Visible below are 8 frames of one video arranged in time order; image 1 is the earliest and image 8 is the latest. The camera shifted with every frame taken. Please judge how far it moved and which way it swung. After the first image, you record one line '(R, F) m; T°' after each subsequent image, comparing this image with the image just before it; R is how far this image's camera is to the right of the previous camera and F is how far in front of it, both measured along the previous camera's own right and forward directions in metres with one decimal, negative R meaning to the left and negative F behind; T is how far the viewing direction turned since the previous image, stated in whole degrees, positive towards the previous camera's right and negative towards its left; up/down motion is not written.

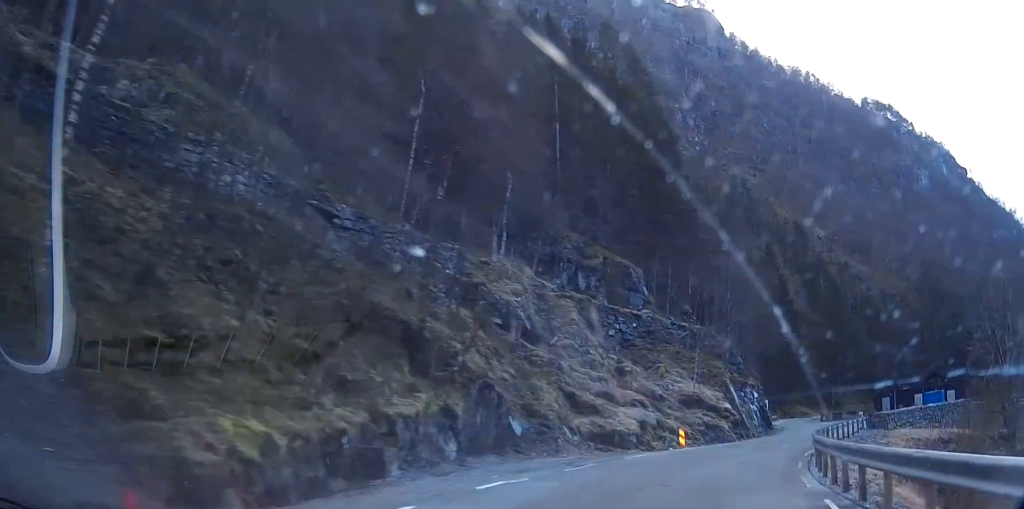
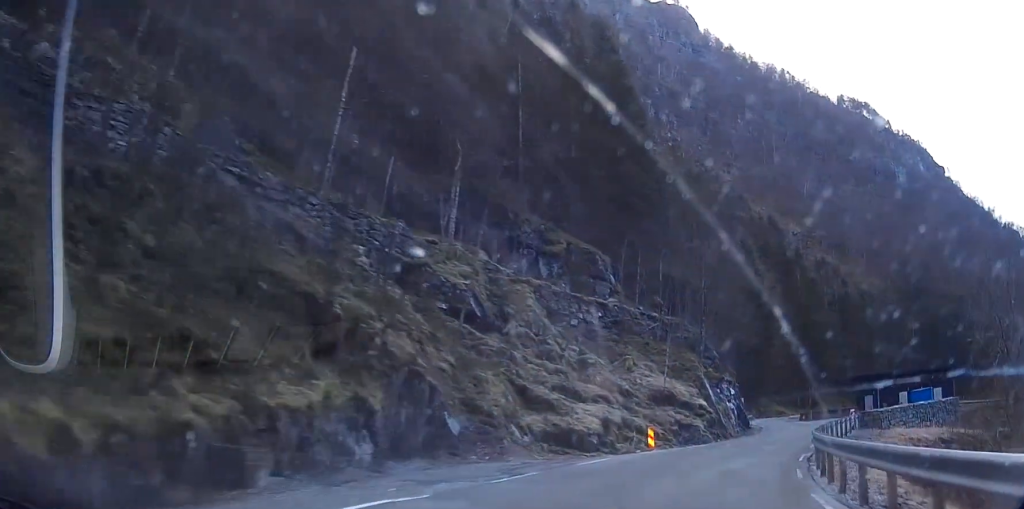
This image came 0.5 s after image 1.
(+0.4, +4.7) m; +2°
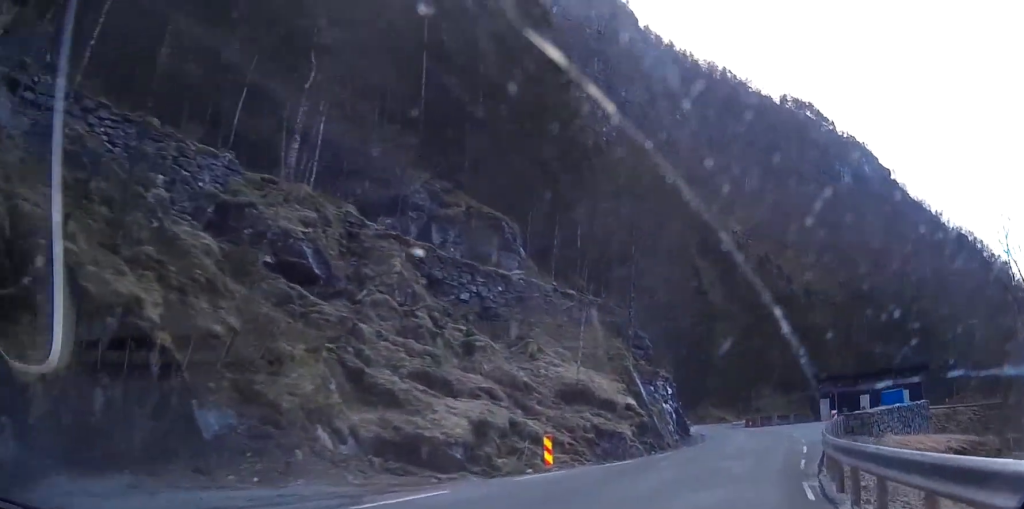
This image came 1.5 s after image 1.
(+0.4, +10.8) m; +3°
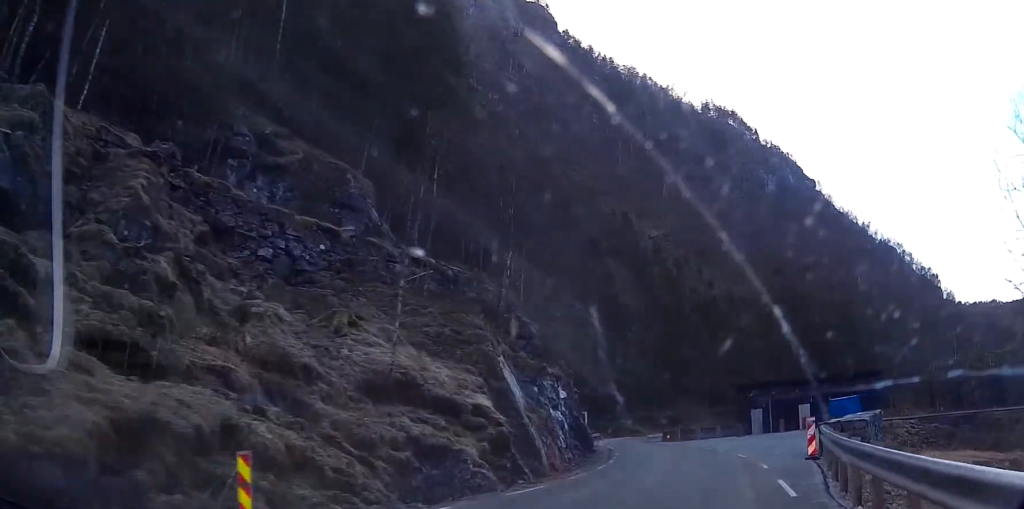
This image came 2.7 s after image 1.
(+0.2, +11.8) m; +1°
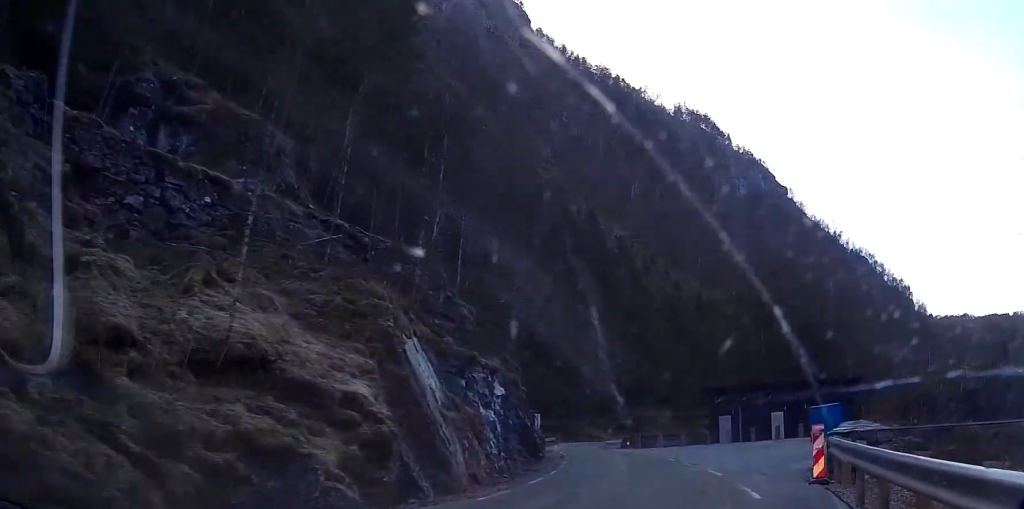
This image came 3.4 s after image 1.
(0.0, +6.0) m; -2°
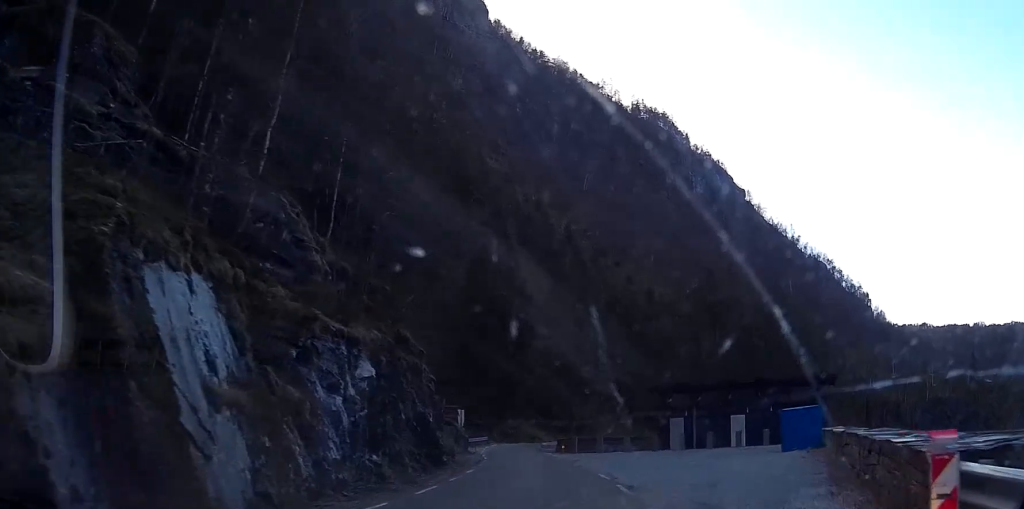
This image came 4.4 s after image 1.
(-0.3, +9.4) m; -3°
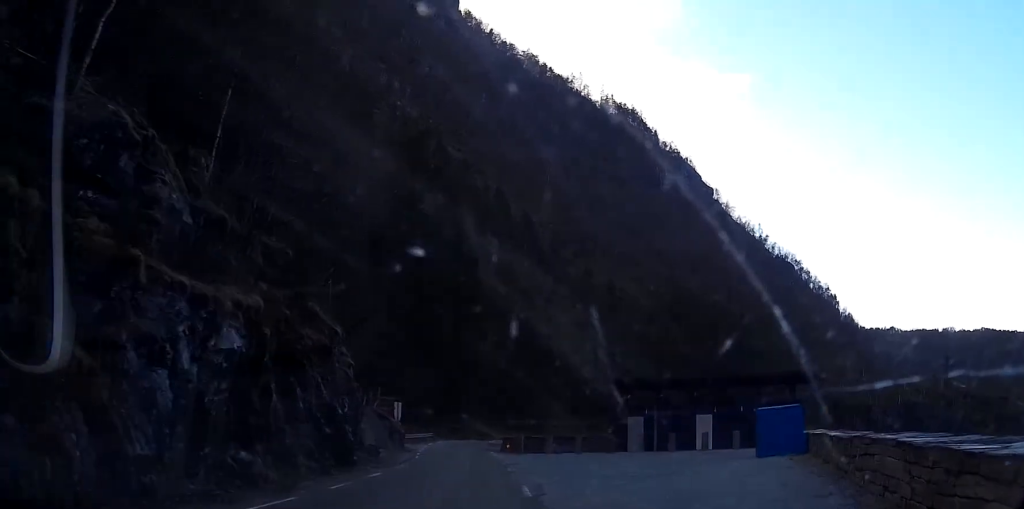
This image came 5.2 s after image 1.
(-0.1, +6.5) m; -1°
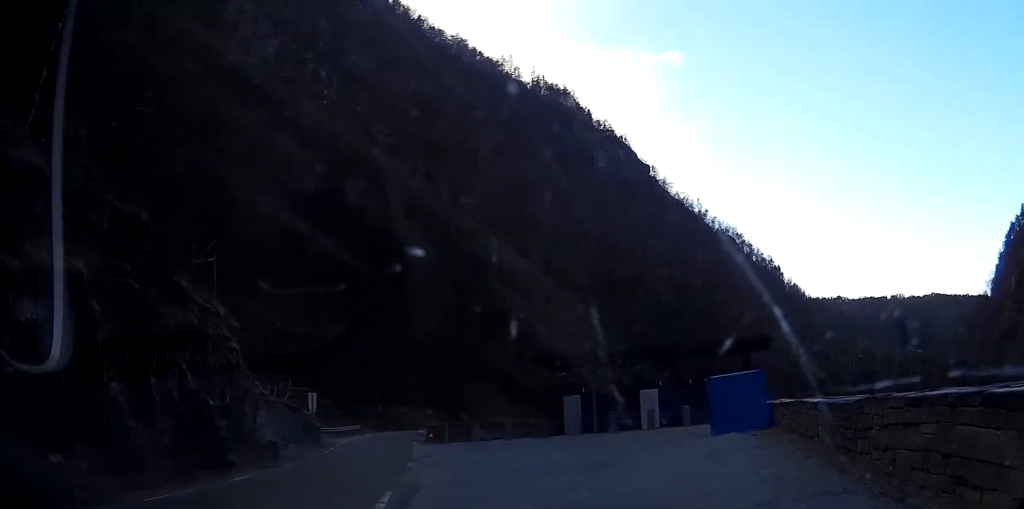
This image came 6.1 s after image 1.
(0.0, +6.3) m; -1°
